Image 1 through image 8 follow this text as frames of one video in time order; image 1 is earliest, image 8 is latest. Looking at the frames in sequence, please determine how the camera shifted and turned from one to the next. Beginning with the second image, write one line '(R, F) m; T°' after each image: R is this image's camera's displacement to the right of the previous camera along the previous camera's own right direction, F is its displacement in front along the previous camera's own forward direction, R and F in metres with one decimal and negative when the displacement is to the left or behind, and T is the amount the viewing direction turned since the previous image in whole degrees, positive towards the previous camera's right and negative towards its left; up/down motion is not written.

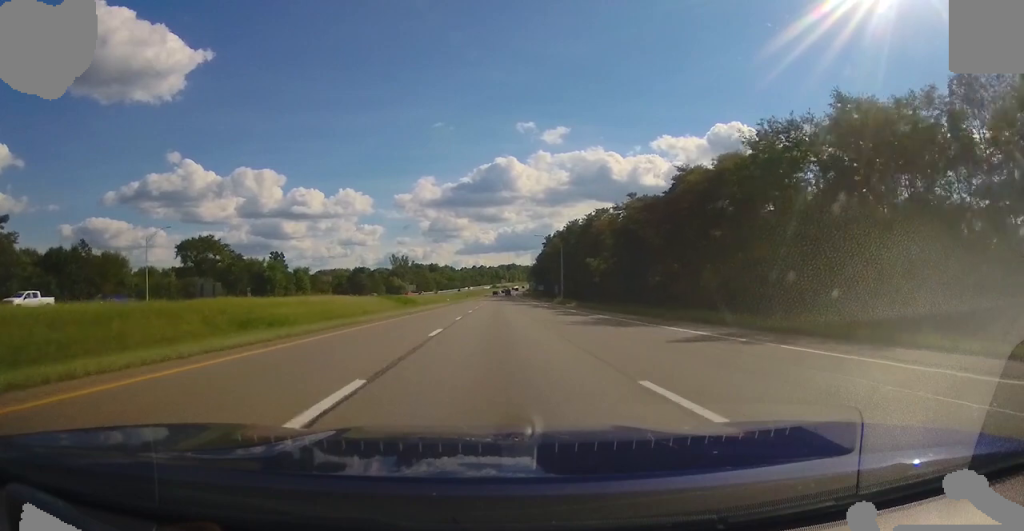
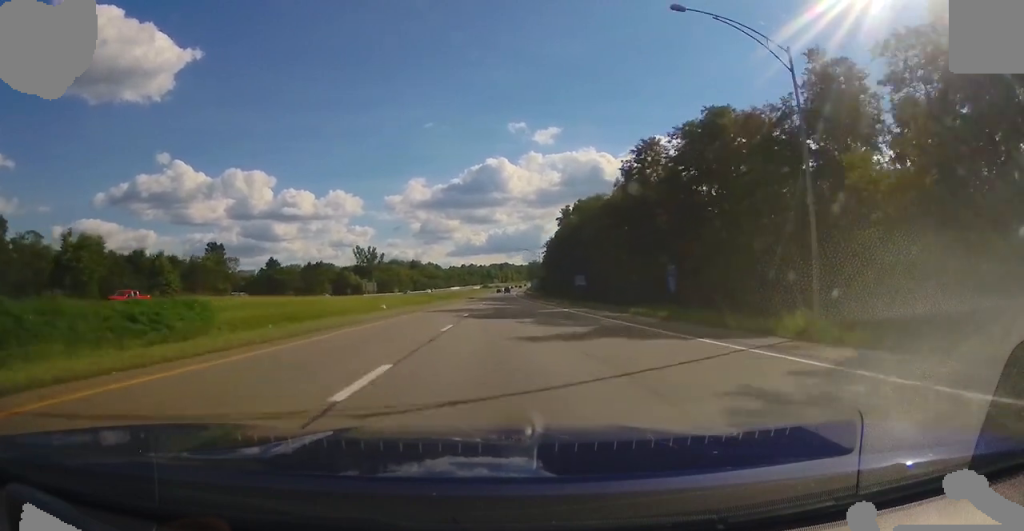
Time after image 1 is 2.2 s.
(+0.2, +71.9) m; +1°
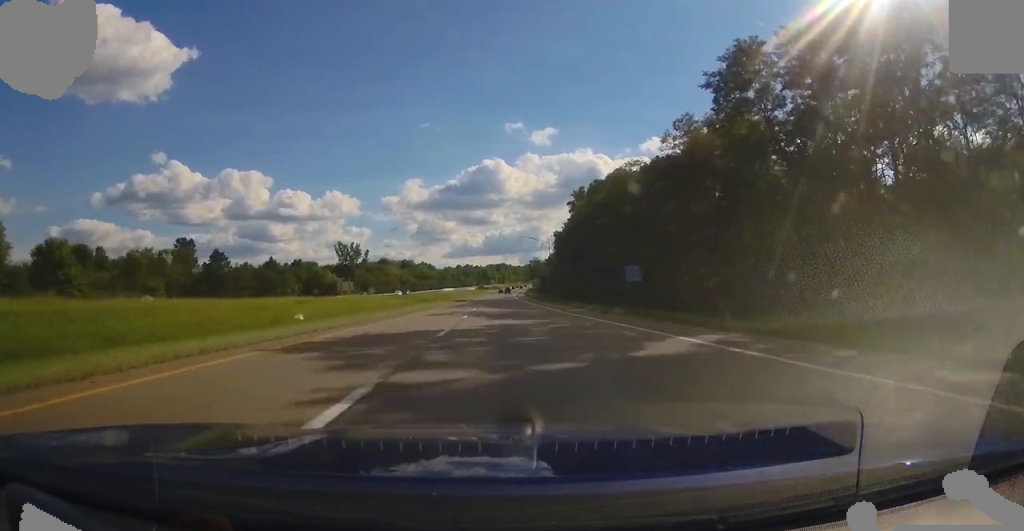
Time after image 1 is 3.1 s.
(+0.3, +27.1) m; +2°
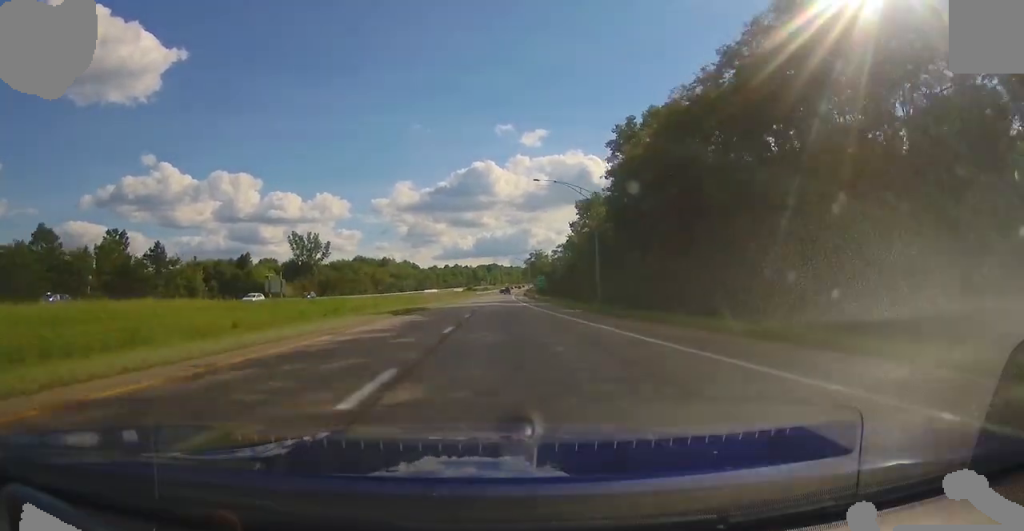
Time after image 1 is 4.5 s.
(+1.2, +47.6) m; +2°
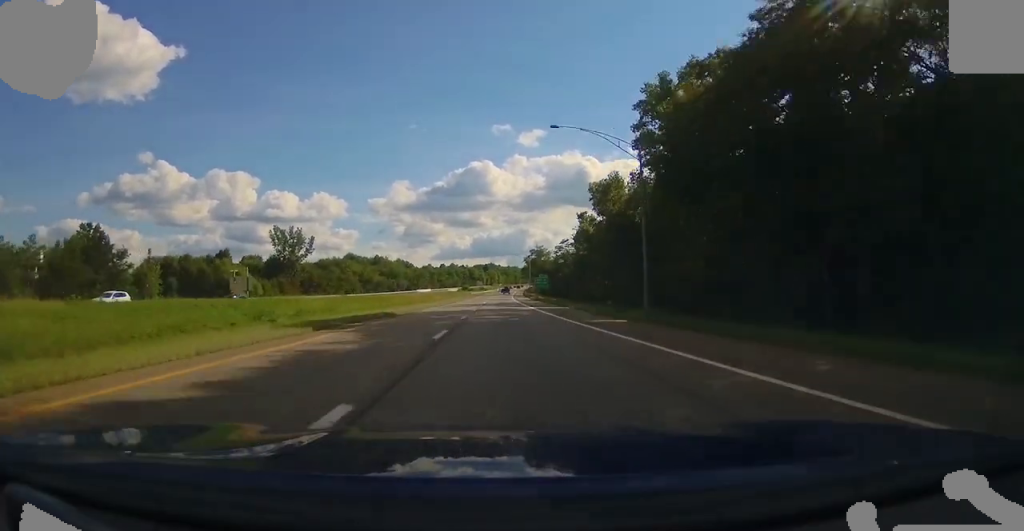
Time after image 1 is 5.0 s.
(0.0, +15.1) m; 0°
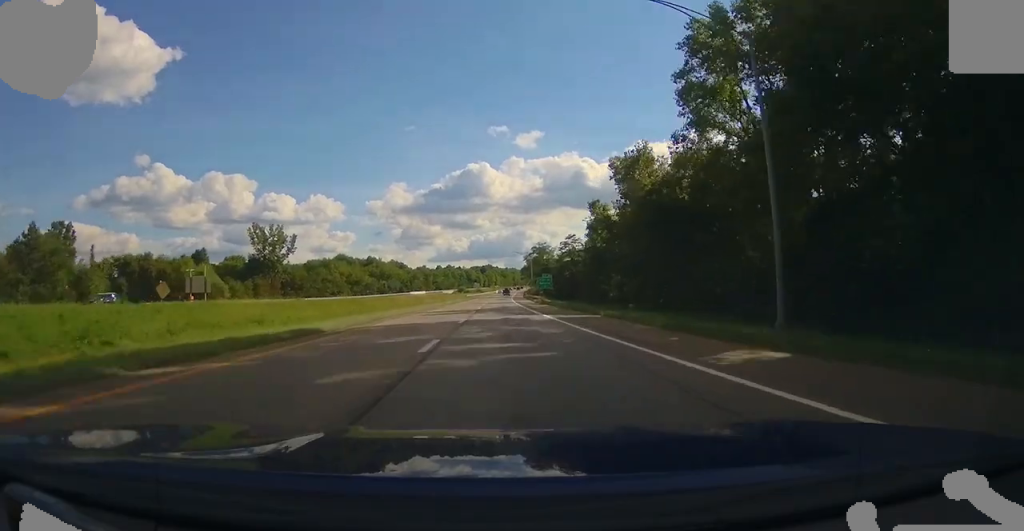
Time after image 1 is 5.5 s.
(0.0, +15.1) m; 0°
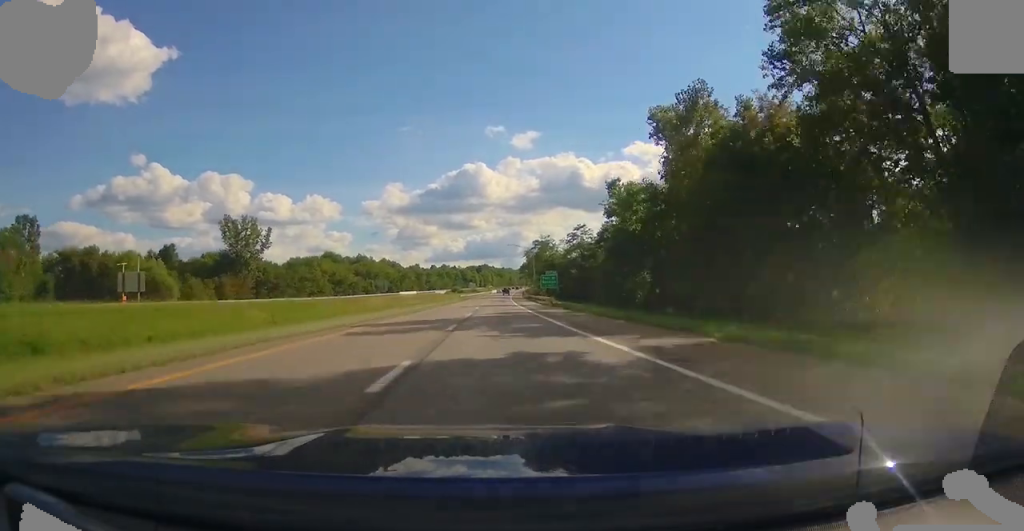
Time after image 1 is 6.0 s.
(0.0, +17.2) m; 0°
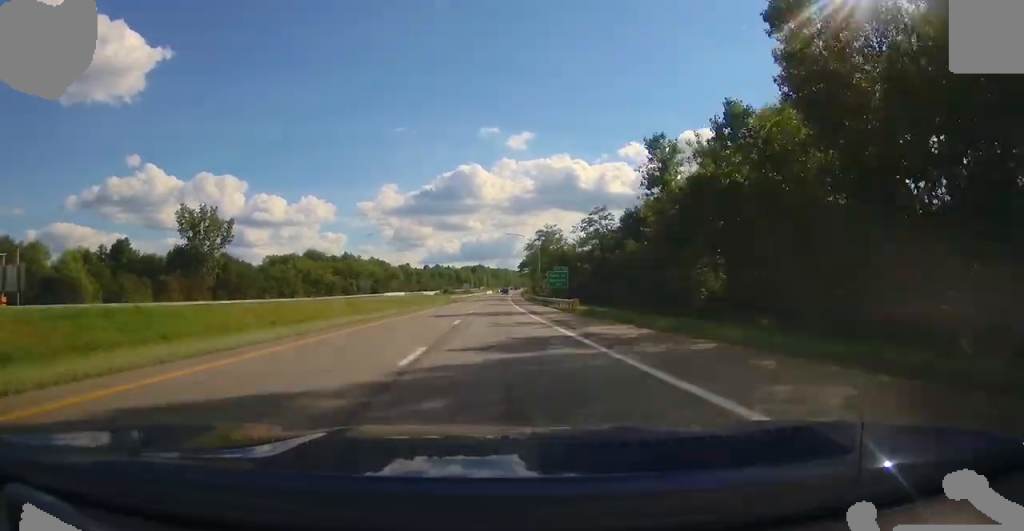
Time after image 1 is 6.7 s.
(0.0, +21.4) m; 0°
